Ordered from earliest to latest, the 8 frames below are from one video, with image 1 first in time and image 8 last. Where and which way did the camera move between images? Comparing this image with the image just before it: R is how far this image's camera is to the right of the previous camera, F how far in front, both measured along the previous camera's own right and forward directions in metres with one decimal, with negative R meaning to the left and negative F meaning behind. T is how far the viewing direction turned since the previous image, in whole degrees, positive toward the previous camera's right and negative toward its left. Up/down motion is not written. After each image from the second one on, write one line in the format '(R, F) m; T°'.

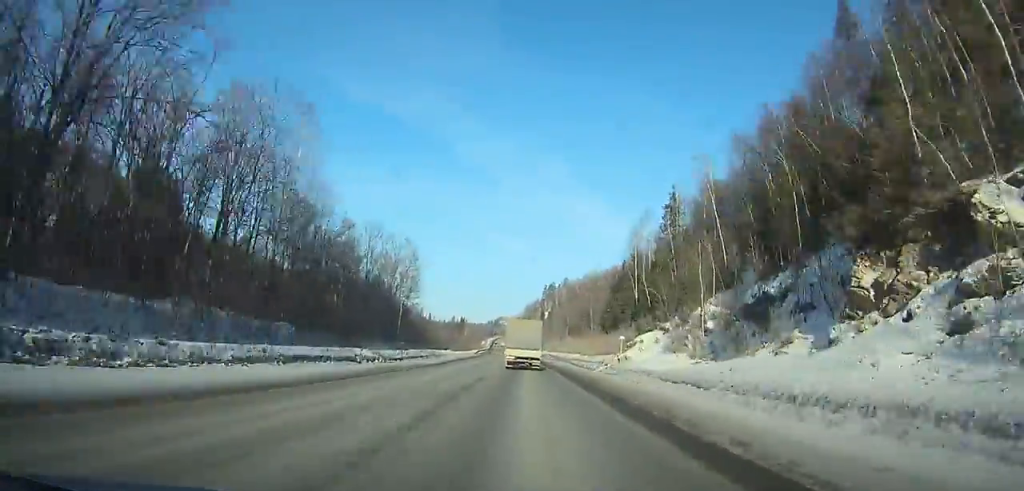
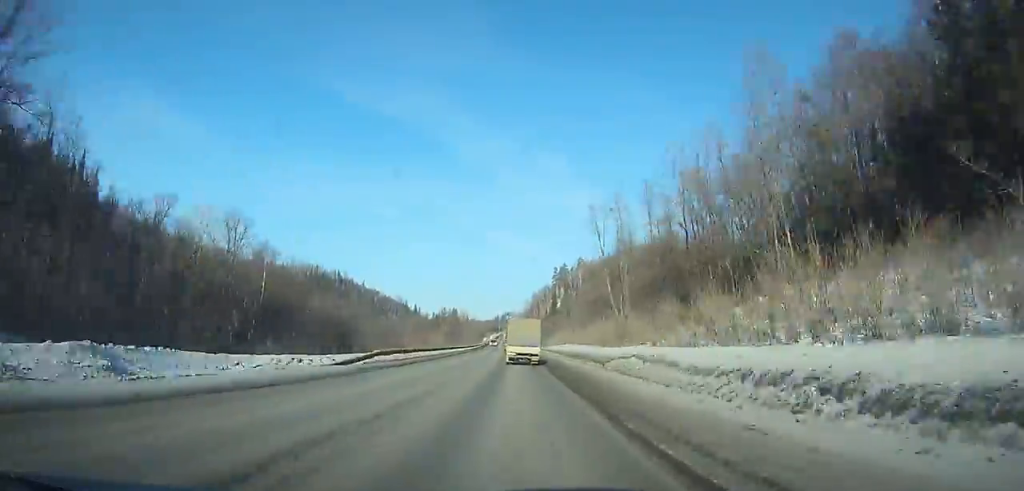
(-0.6, +82.7) m; -1°
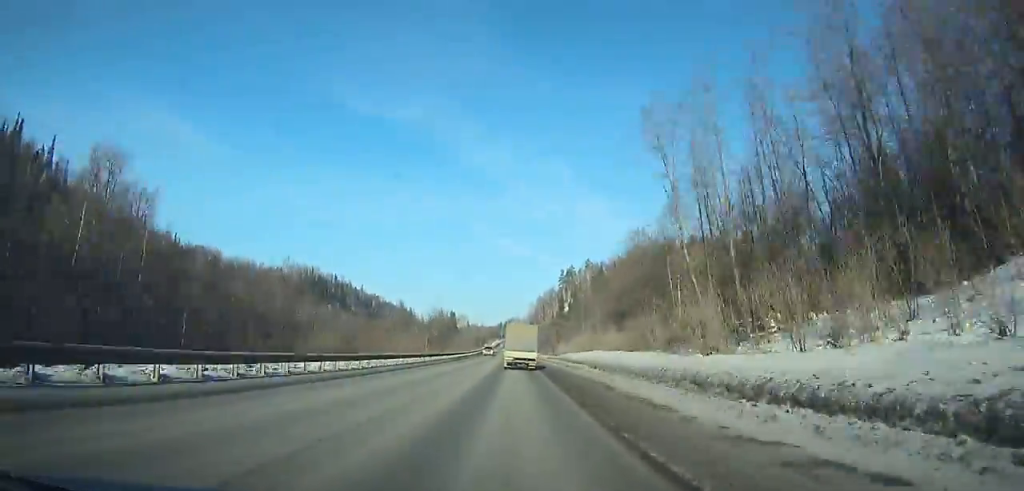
(-0.2, +27.6) m; 0°
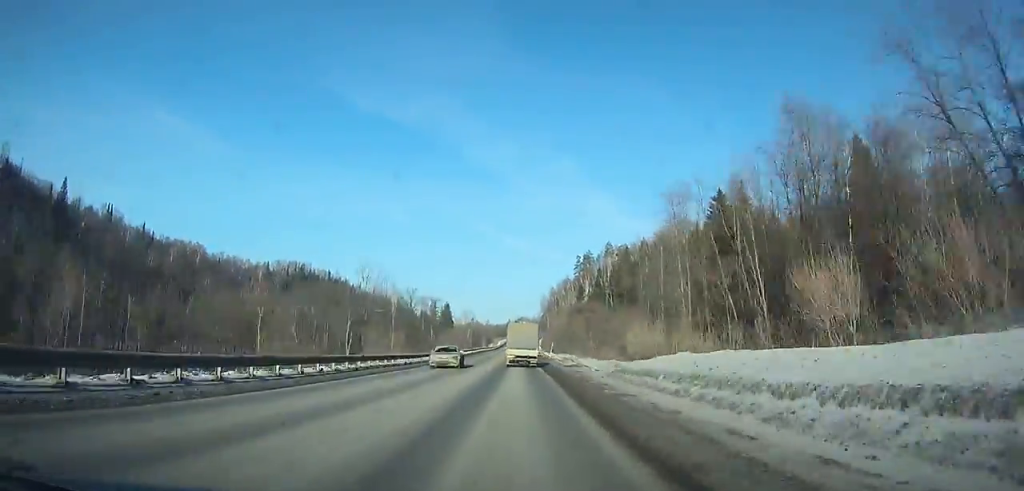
(-0.3, +55.7) m; 0°
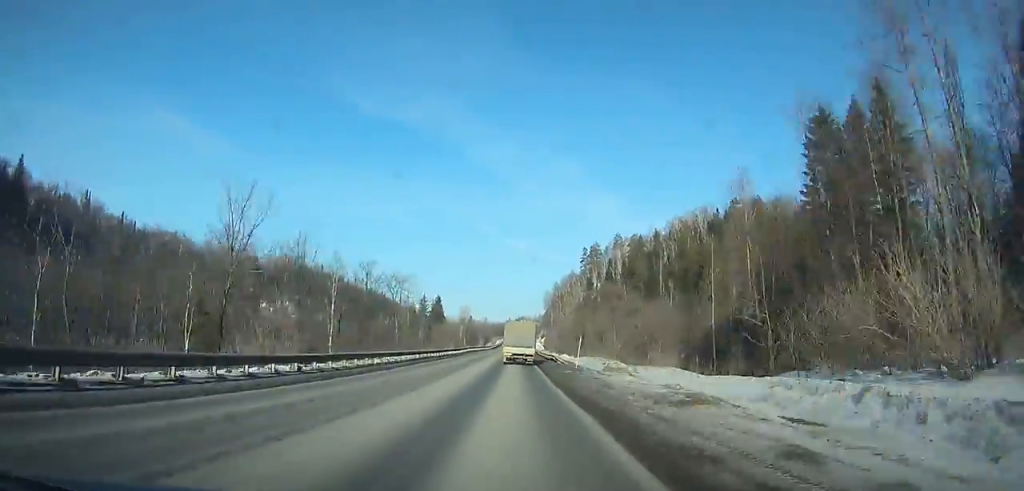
(0.0, +28.3) m; 0°
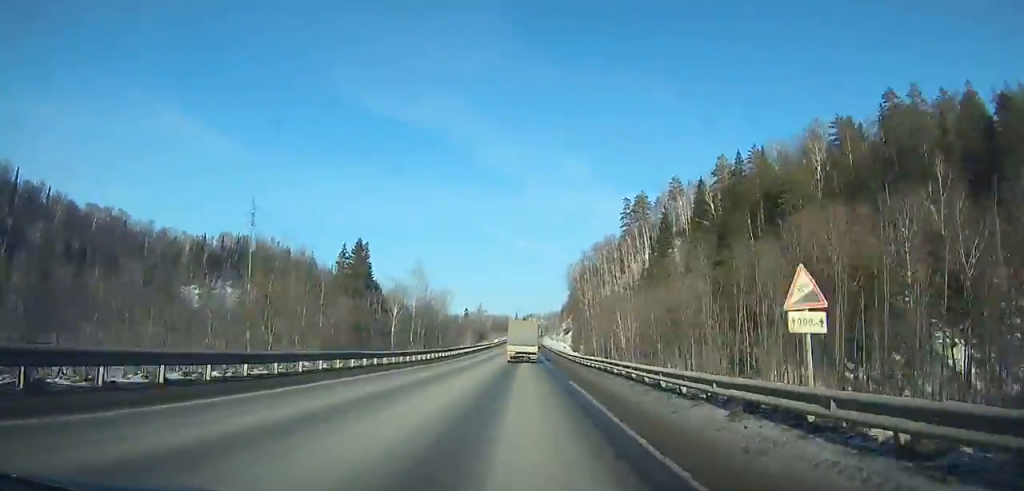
(-0.3, +107.0) m; 0°
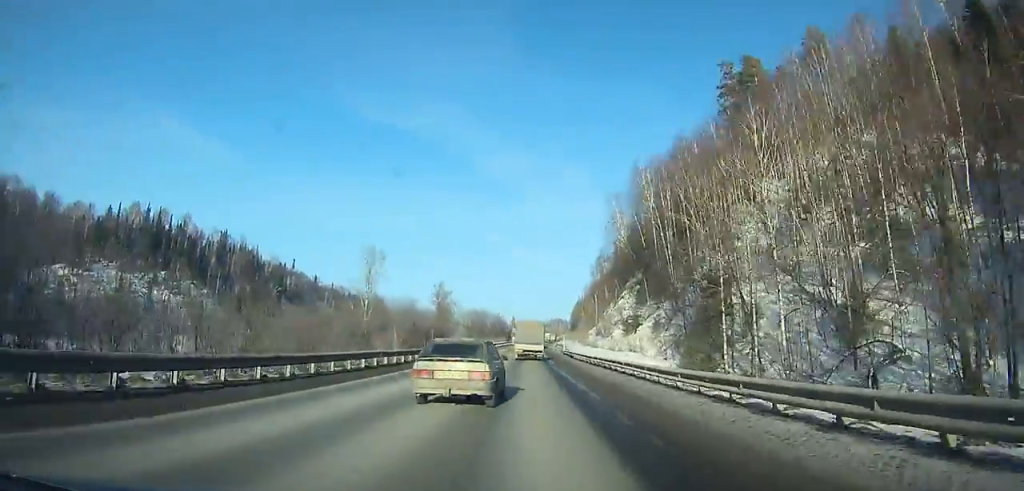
(0.0, +110.2) m; 0°
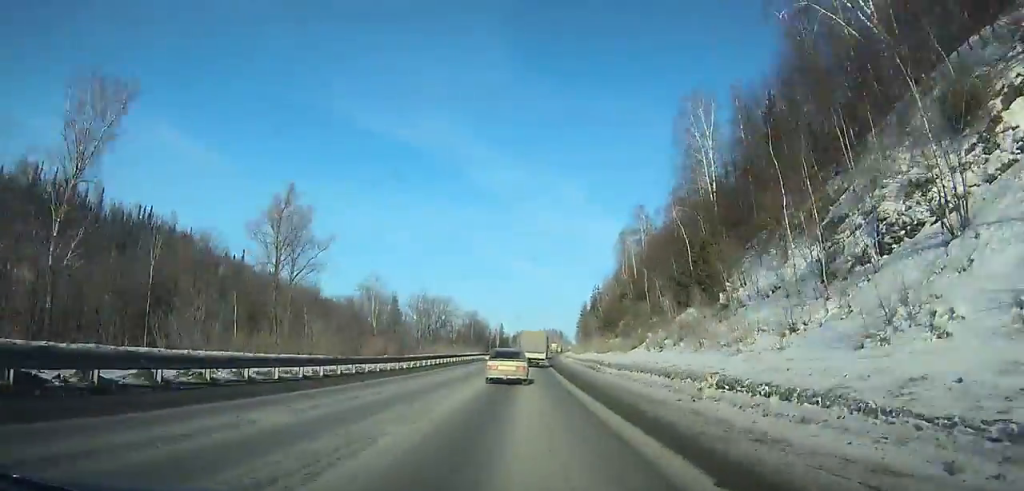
(+0.7, +82.2) m; +1°
